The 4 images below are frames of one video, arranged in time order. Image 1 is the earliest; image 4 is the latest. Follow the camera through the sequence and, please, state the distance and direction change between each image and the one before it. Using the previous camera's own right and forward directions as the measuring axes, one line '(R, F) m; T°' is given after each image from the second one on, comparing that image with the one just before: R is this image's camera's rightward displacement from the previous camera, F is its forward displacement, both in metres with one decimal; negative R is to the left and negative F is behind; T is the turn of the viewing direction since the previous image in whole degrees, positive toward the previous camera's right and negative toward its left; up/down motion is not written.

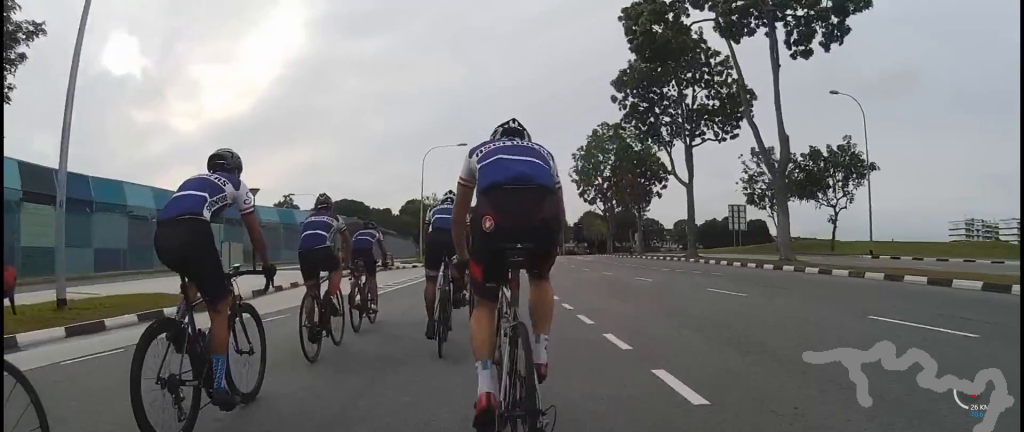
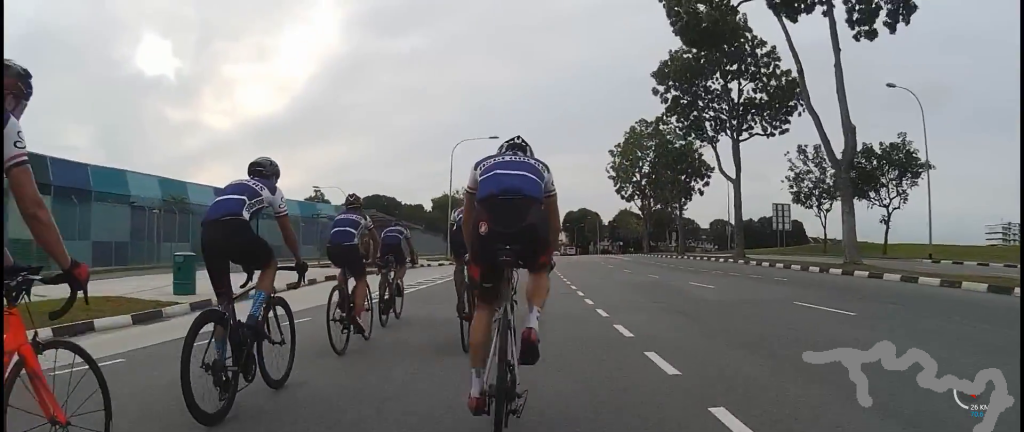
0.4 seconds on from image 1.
(-0.1, +2.9) m; +3°
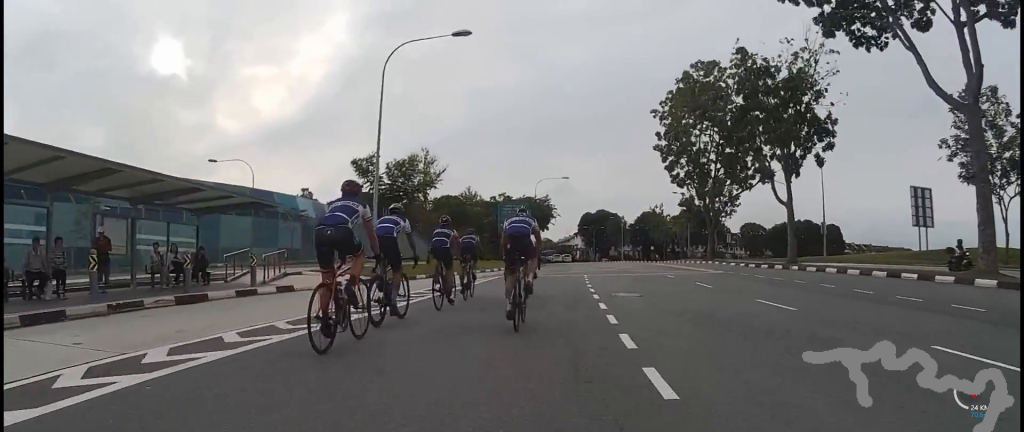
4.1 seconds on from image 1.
(+1.3, +24.8) m; +5°
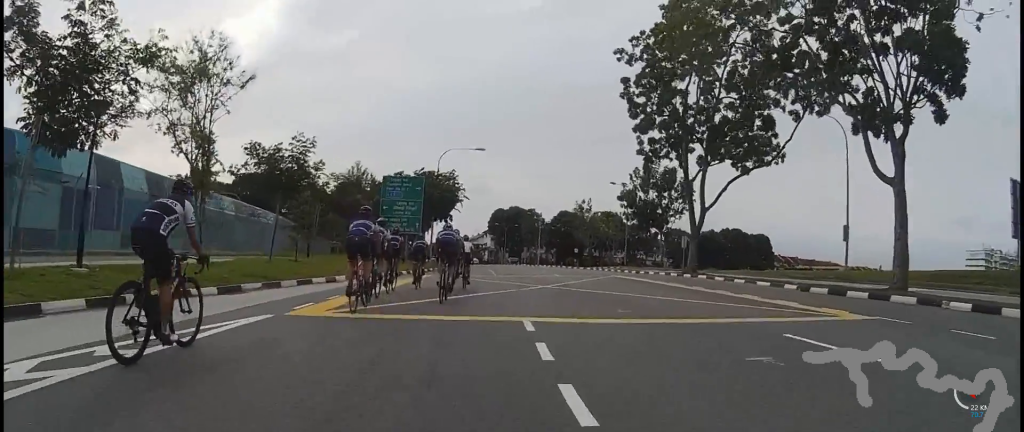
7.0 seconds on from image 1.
(-2.5, +17.4) m; -15°
